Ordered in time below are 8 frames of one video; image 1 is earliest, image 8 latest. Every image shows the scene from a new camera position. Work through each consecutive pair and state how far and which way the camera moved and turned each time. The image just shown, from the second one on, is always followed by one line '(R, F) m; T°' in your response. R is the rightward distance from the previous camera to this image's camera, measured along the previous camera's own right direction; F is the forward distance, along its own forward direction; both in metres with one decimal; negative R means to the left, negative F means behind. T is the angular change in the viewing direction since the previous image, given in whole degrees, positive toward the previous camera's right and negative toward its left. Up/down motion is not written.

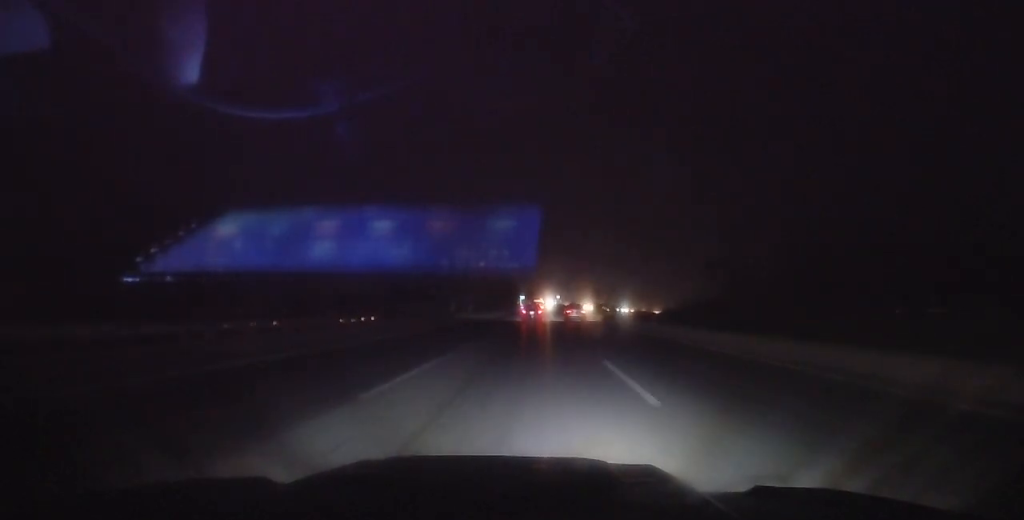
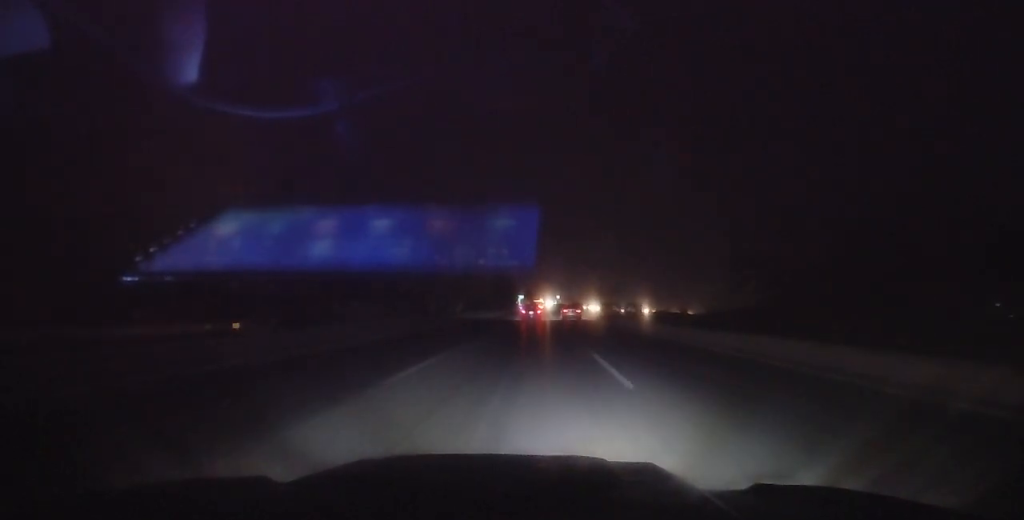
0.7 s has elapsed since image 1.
(+0.2, +16.3) m; 0°
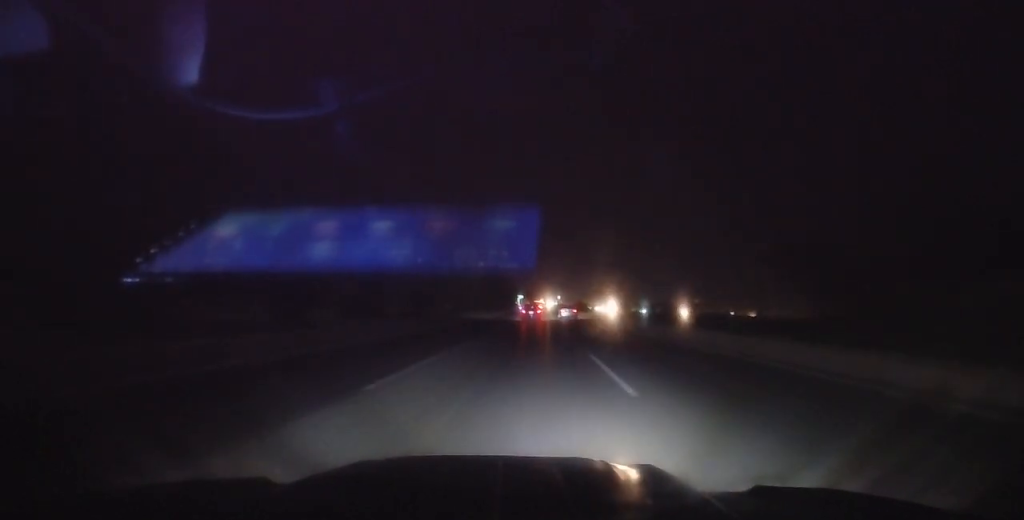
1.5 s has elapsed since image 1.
(-0.3, +18.6) m; 0°
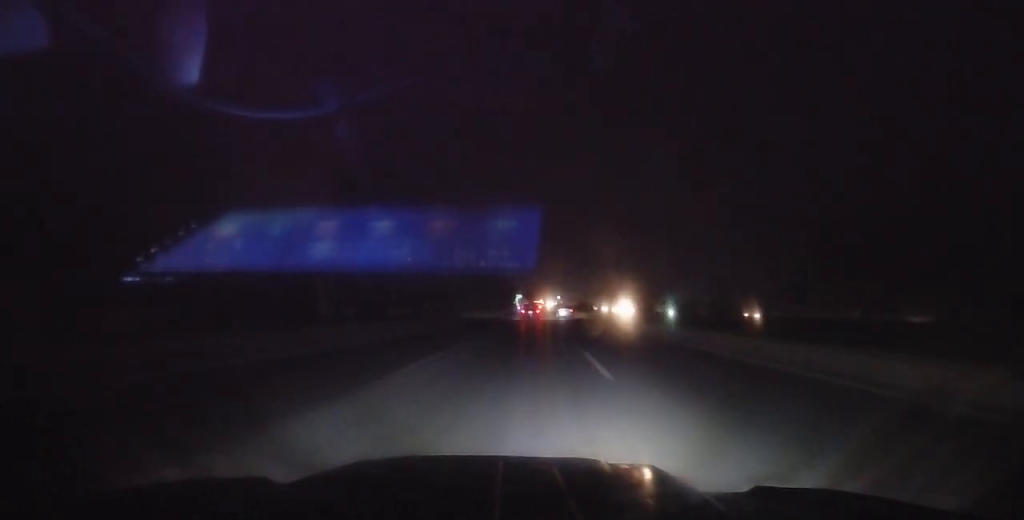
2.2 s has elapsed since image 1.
(+0.1, +16.3) m; 0°
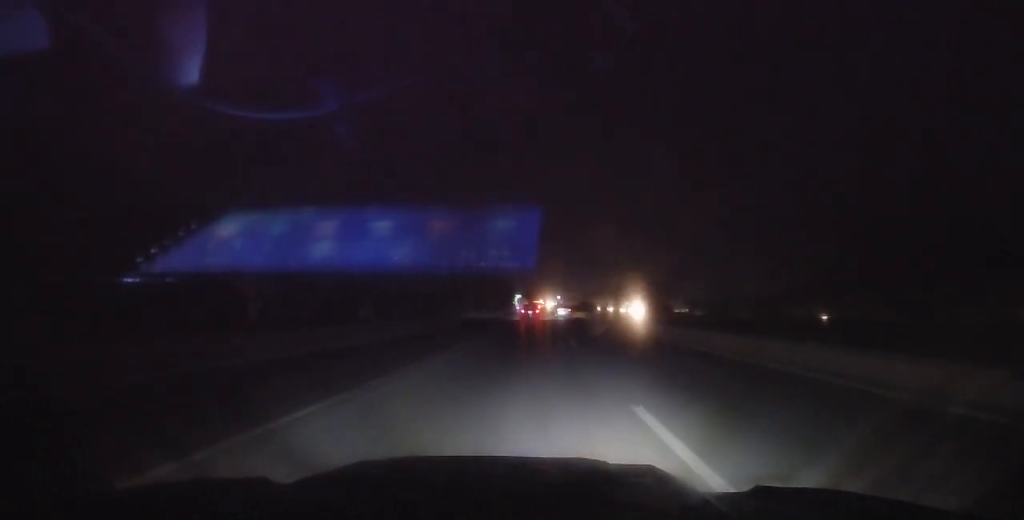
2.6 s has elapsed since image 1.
(+0.1, +9.3) m; 0°
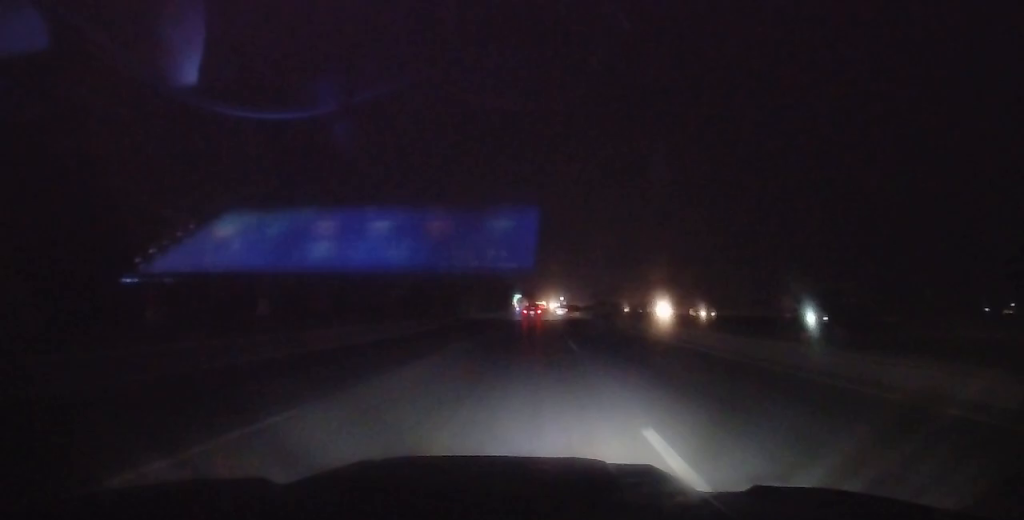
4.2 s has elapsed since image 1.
(-0.1, +37.2) m; 0°
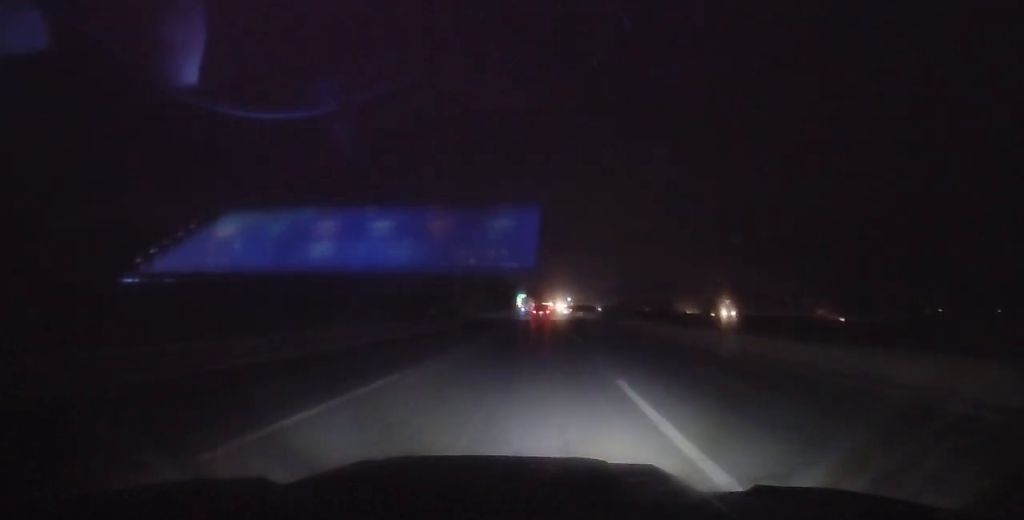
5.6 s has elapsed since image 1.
(-0.1, +31.3) m; 0°
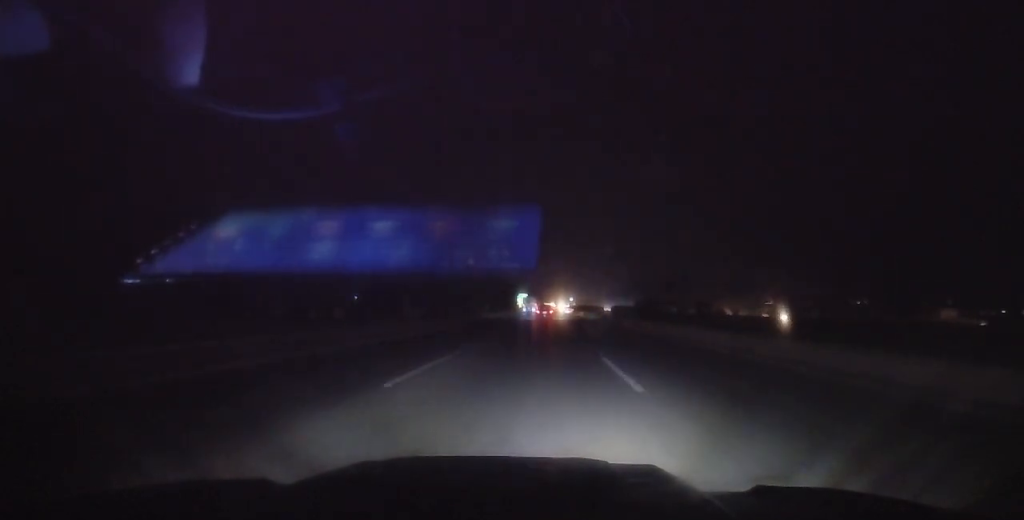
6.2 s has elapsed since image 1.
(+0.1, +13.1) m; 0°
